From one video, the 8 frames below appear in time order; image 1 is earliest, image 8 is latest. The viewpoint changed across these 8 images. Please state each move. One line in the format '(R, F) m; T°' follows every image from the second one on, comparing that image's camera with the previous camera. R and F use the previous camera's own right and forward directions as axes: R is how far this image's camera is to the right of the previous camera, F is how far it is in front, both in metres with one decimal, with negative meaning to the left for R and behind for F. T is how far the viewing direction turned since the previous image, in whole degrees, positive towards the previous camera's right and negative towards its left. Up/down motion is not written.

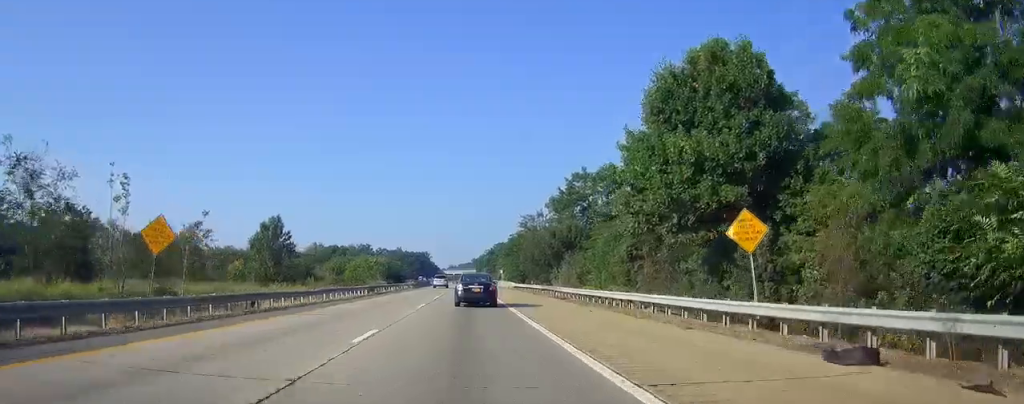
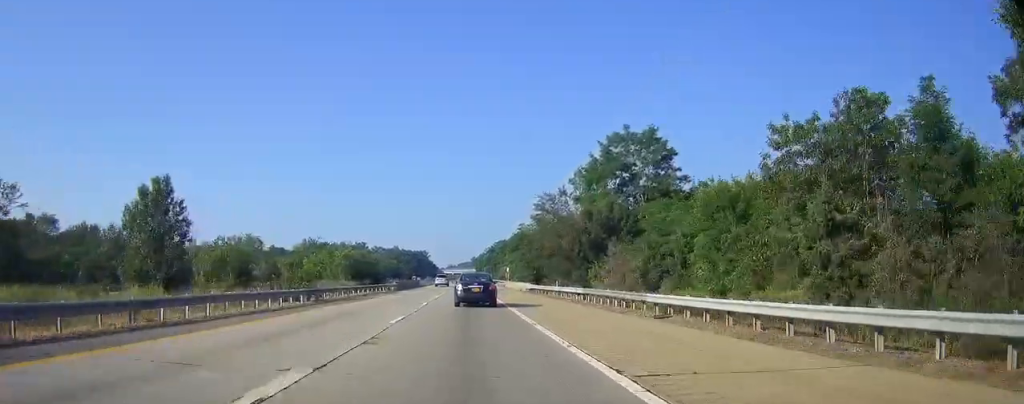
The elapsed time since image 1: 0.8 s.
(0.0, +23.2) m; 0°
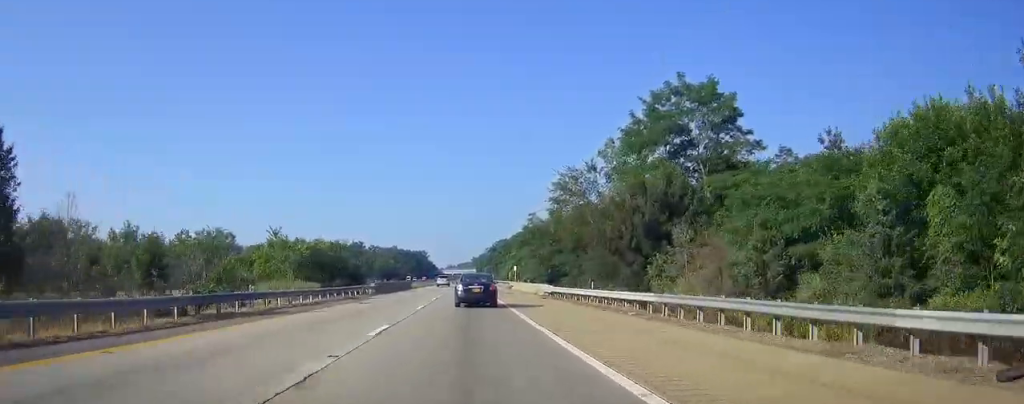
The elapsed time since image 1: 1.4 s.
(0.0, +16.4) m; 0°
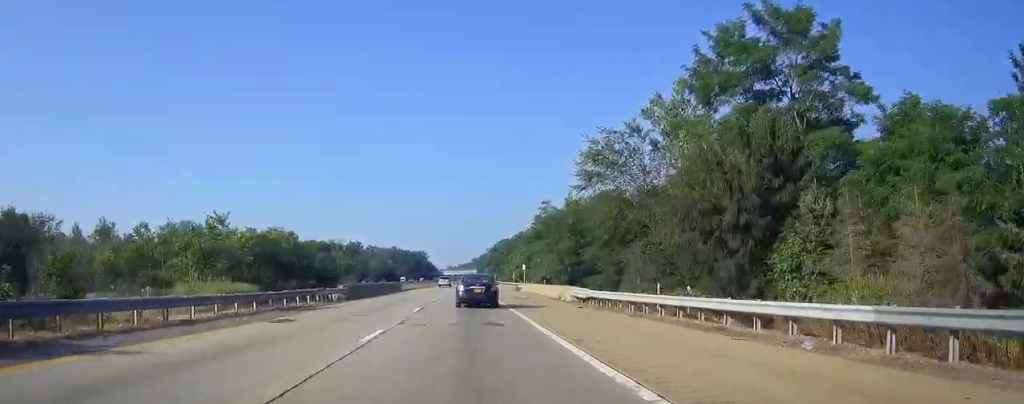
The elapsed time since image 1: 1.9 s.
(0.0, +14.5) m; 0°
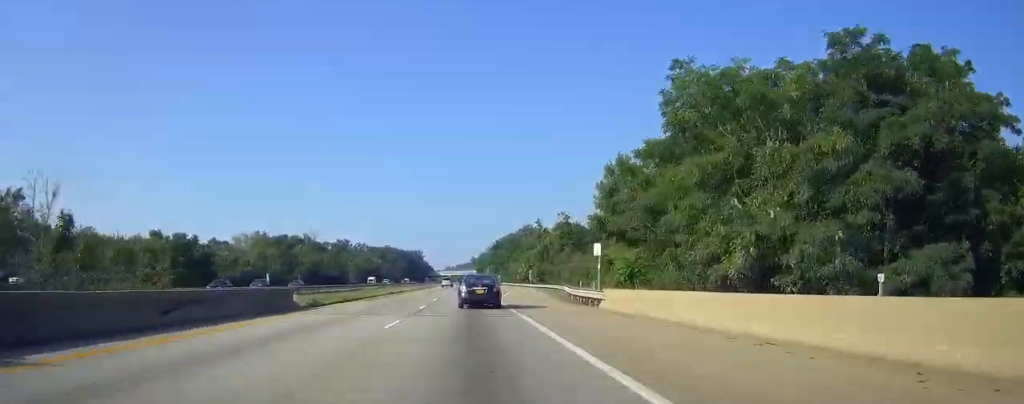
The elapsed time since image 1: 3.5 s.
(+0.5, +47.2) m; +1°
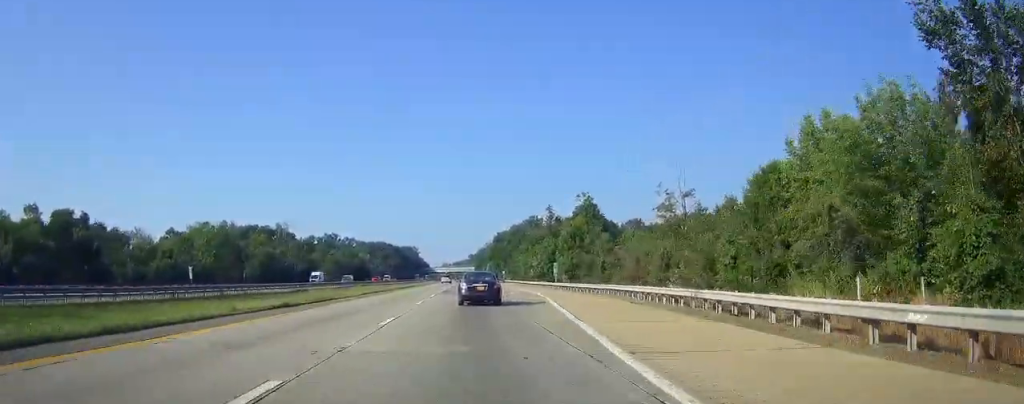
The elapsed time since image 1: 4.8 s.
(-0.2, +36.6) m; 0°
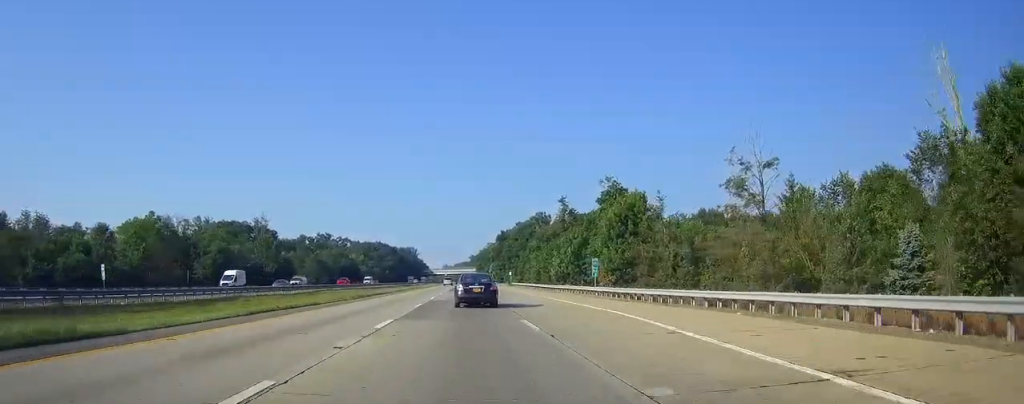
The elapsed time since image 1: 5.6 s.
(0.0, +25.1) m; 0°
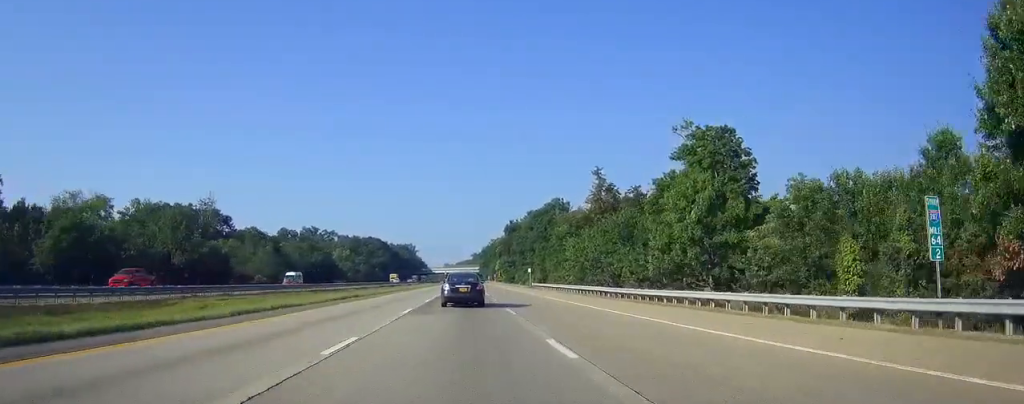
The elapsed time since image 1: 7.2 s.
(-0.1, +44.4) m; 0°
